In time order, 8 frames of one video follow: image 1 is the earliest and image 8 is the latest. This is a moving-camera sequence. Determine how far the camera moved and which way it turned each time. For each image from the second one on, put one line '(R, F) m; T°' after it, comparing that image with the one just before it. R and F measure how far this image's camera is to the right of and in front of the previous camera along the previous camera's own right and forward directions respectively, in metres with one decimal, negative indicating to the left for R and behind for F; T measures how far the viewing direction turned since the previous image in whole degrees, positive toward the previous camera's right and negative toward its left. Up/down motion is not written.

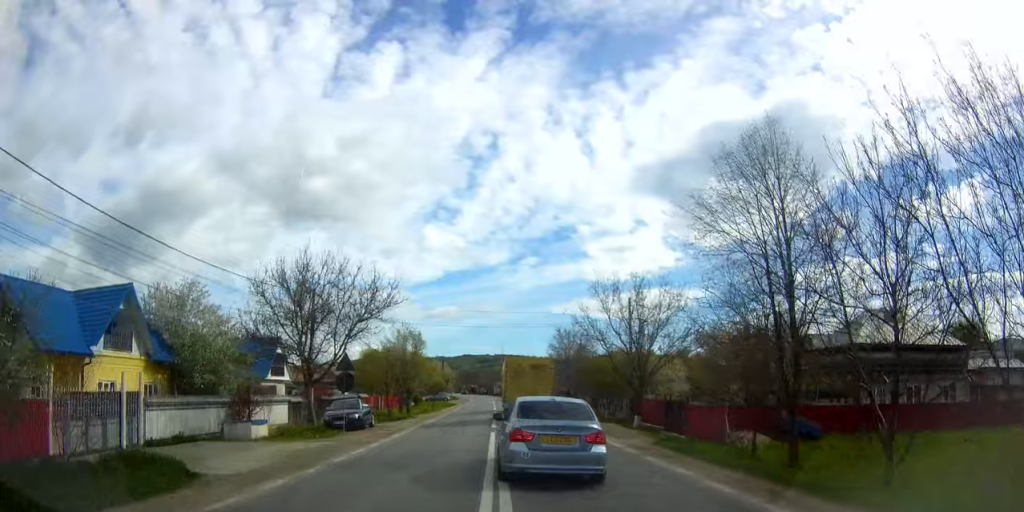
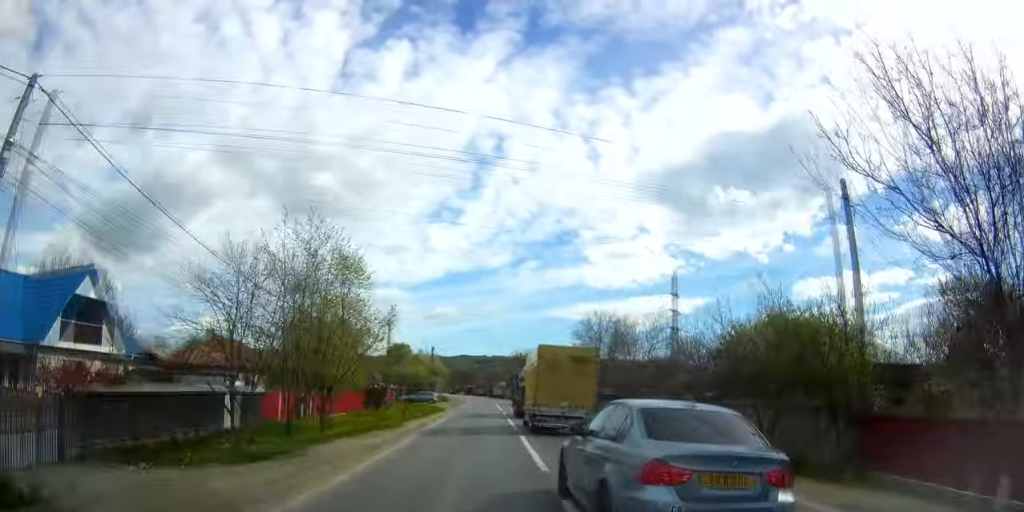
(+0.2, +24.4) m; 0°
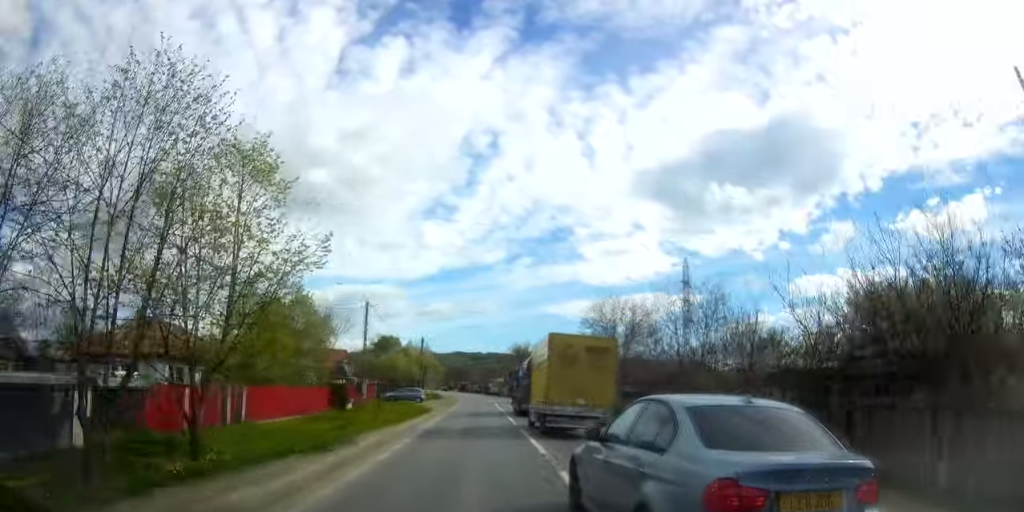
(0.0, +9.4) m; 0°
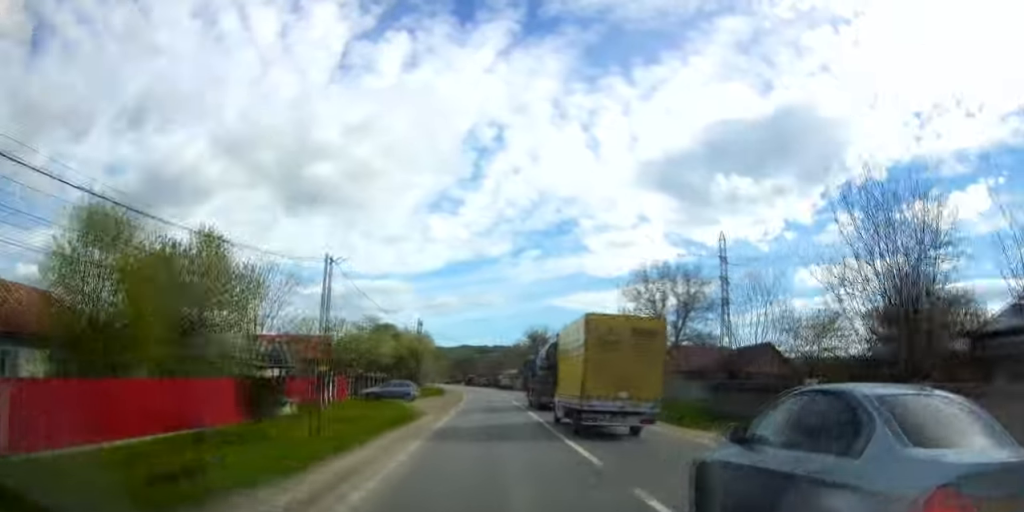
(-0.3, +15.6) m; 0°
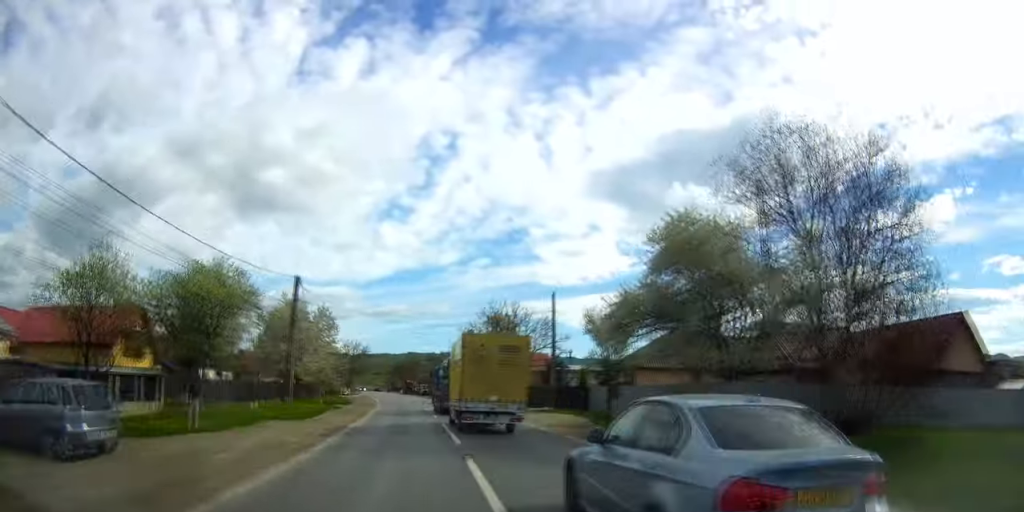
(+1.4, +39.3) m; +4°
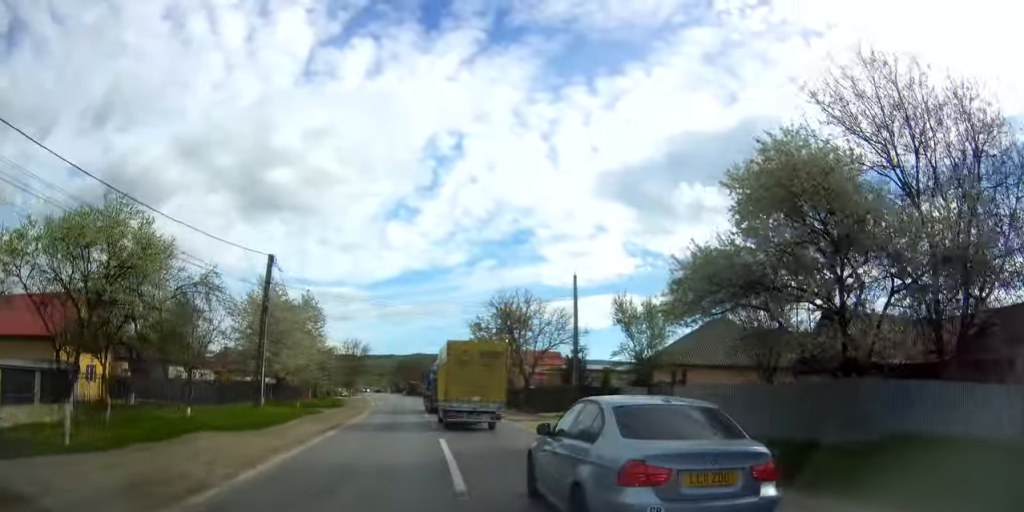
(+0.1, +7.1) m; -1°
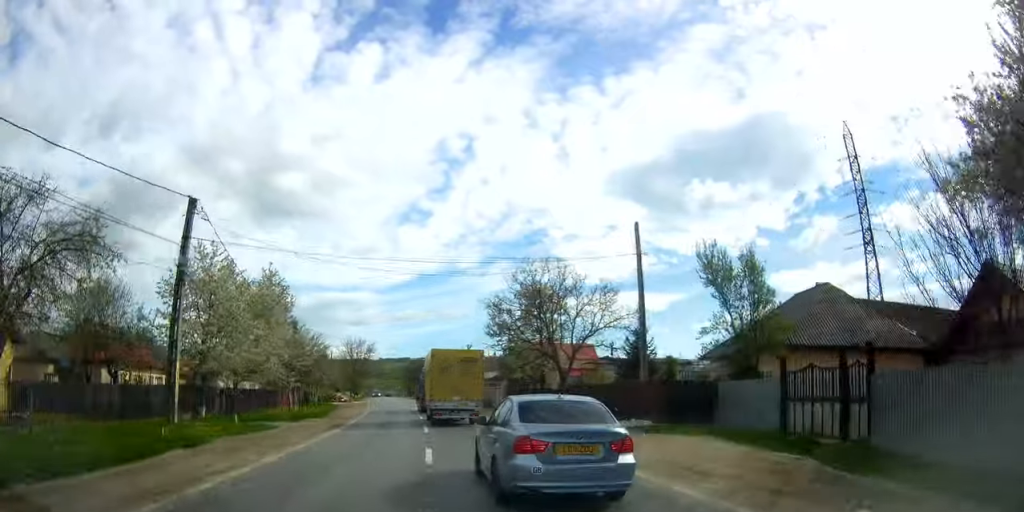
(-0.1, +12.1) m; -2°
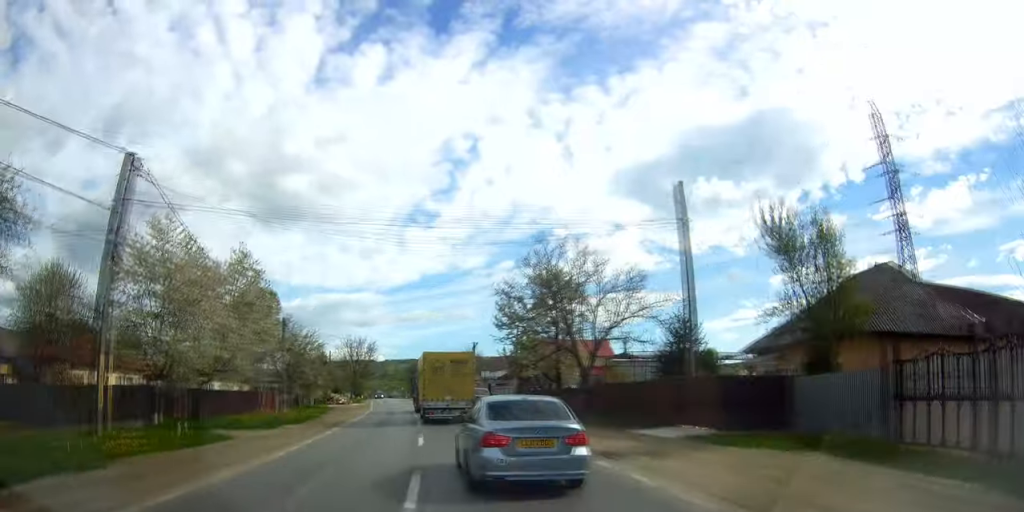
(-0.1, +5.0) m; -1°
